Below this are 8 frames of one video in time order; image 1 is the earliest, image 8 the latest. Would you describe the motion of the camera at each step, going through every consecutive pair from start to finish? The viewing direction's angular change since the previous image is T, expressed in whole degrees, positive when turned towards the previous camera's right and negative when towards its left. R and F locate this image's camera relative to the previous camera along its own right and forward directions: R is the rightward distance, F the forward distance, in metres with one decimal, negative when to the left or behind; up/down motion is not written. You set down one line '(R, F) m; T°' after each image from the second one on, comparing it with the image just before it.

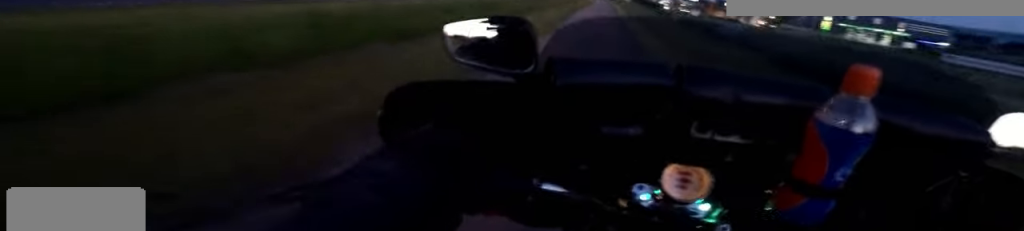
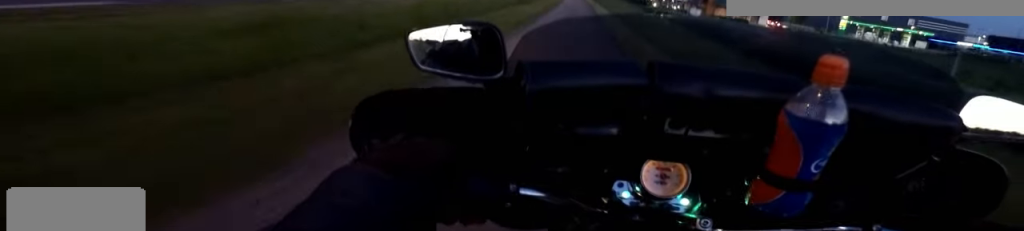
(-0.9, +23.7) m; +1°
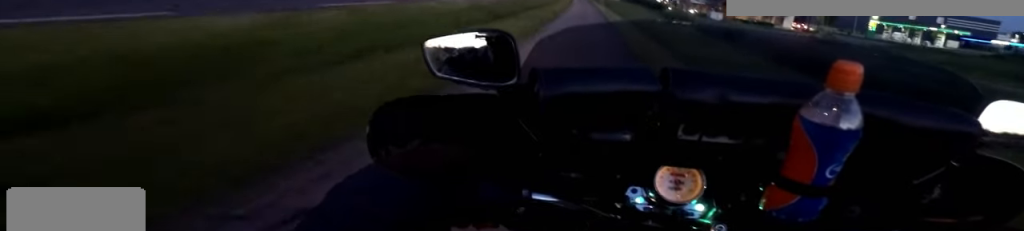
(+0.3, +6.1) m; +3°
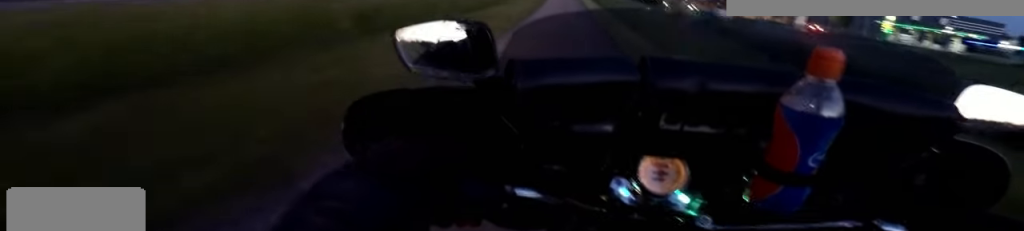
(0.0, +12.2) m; -2°
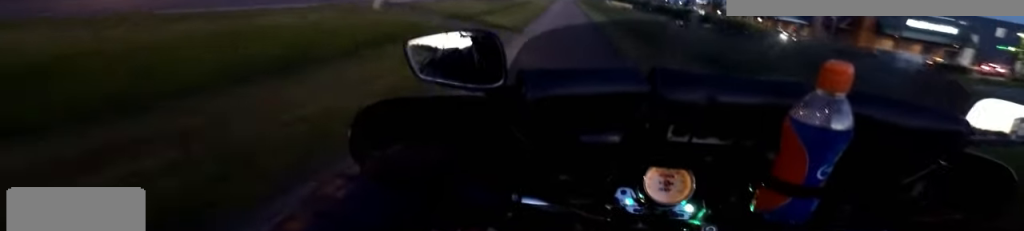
(-1.5, +29.0) m; -2°
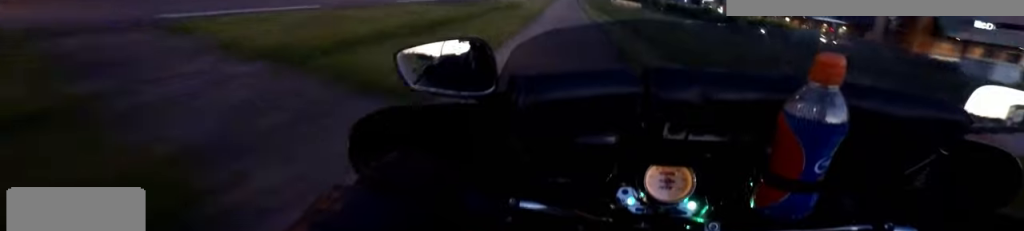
(+0.5, +6.1) m; -1°
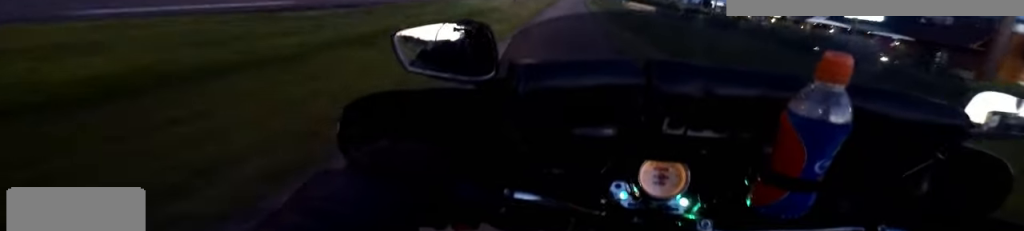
(-0.5, +7.0) m; 0°
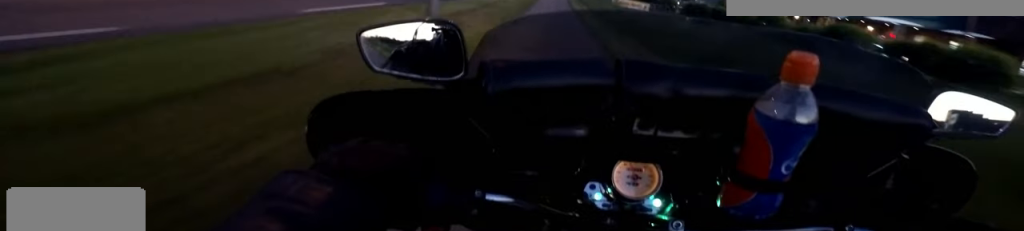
(-0.5, +8.4) m; 0°
